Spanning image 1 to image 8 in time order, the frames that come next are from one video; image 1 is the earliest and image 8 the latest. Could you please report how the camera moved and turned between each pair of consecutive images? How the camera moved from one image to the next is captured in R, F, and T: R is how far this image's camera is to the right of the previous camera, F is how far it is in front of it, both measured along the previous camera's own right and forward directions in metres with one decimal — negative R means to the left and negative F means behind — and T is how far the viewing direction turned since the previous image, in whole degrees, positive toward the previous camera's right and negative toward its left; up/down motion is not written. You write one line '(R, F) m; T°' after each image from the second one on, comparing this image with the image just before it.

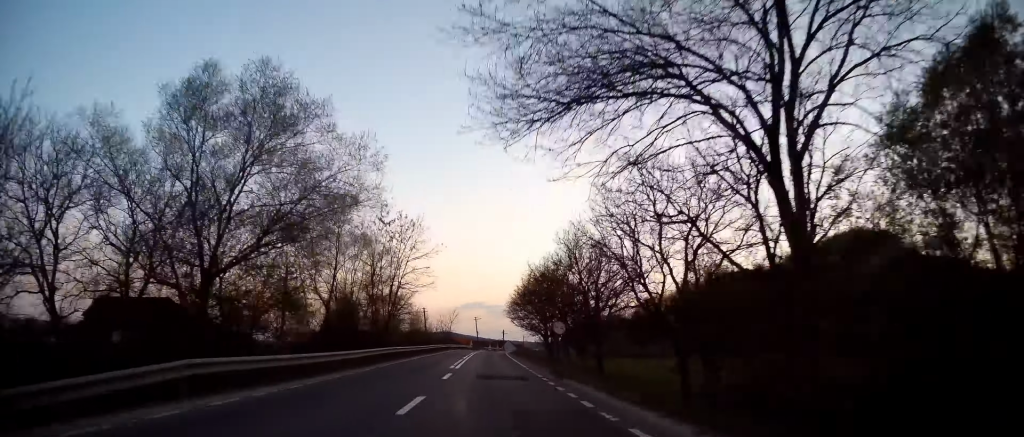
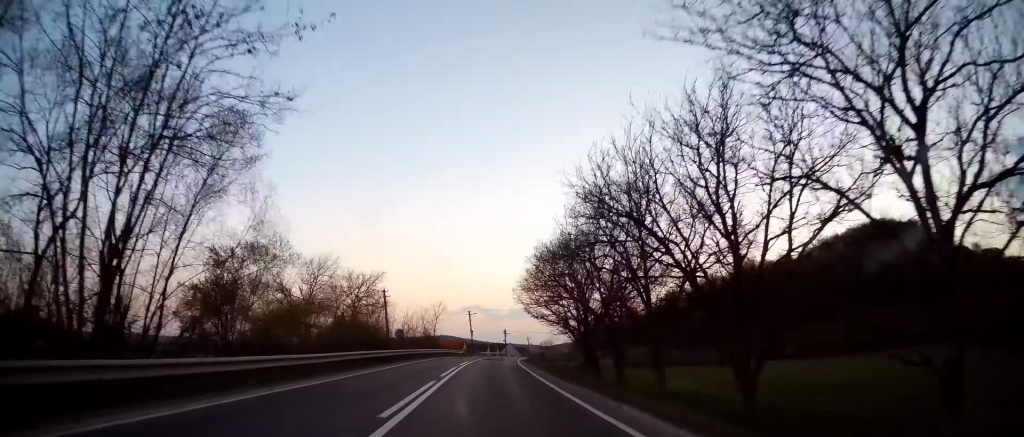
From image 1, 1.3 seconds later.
(0.0, +32.6) m; 0°
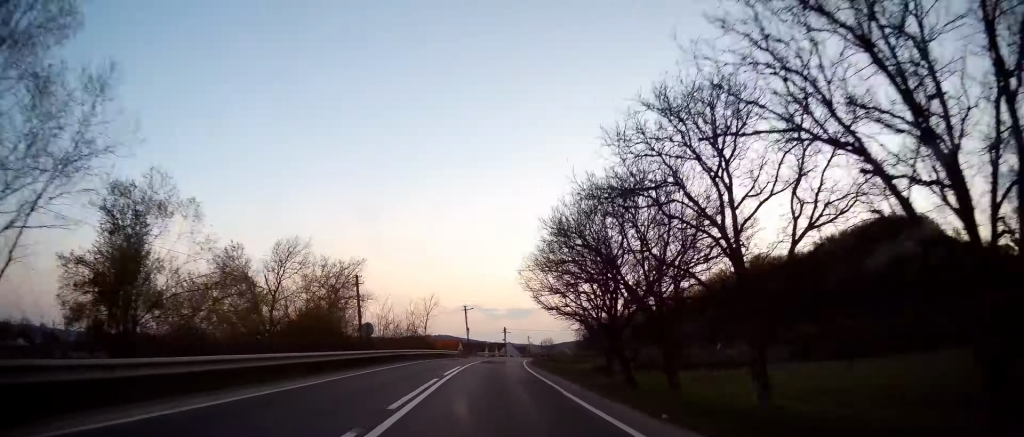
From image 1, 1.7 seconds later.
(0.0, +10.8) m; 0°
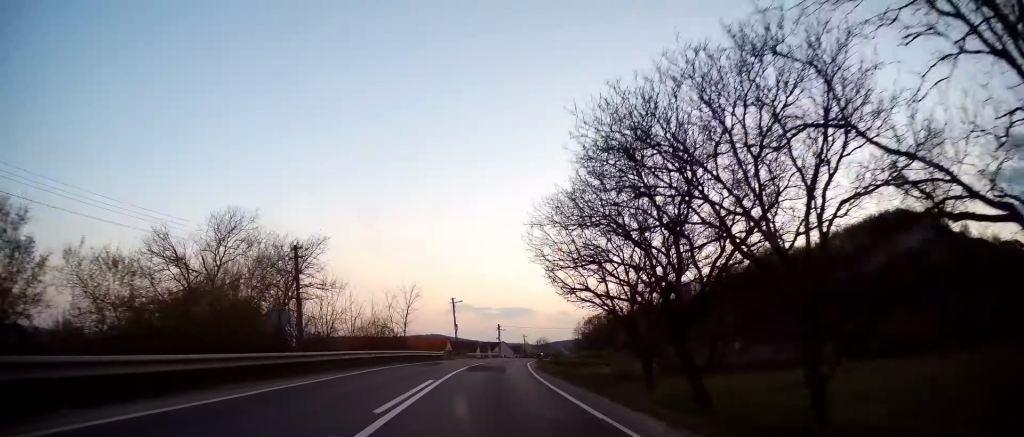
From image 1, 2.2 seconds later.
(0.0, +12.4) m; +1°
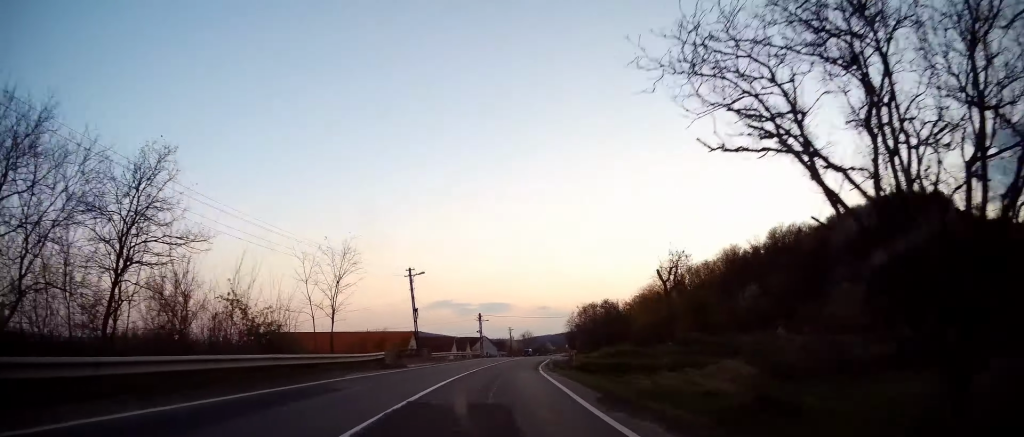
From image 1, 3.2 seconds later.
(+0.2, +23.9) m; +1°
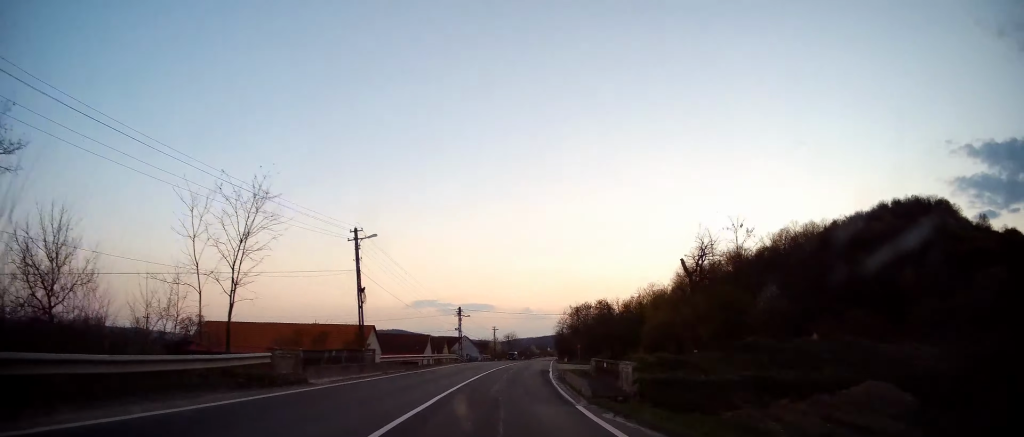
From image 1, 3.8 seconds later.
(+0.2, +14.8) m; +1°
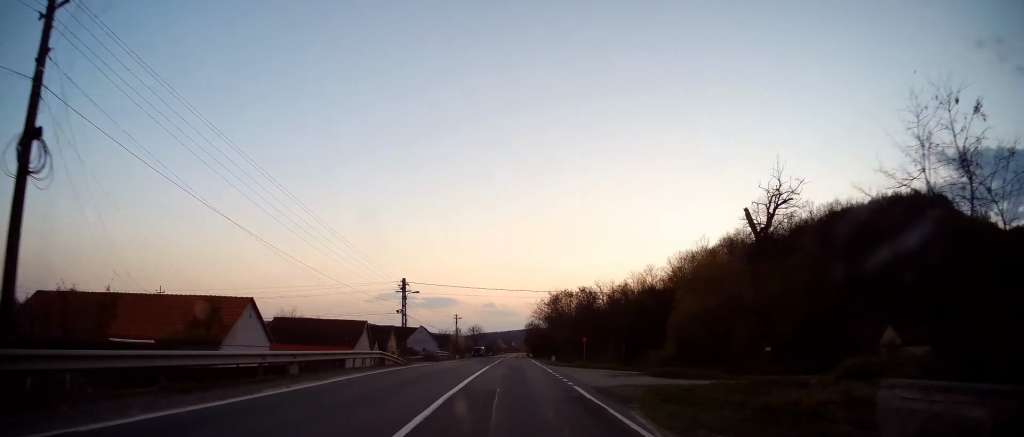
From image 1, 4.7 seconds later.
(0.0, +22.2) m; +2°
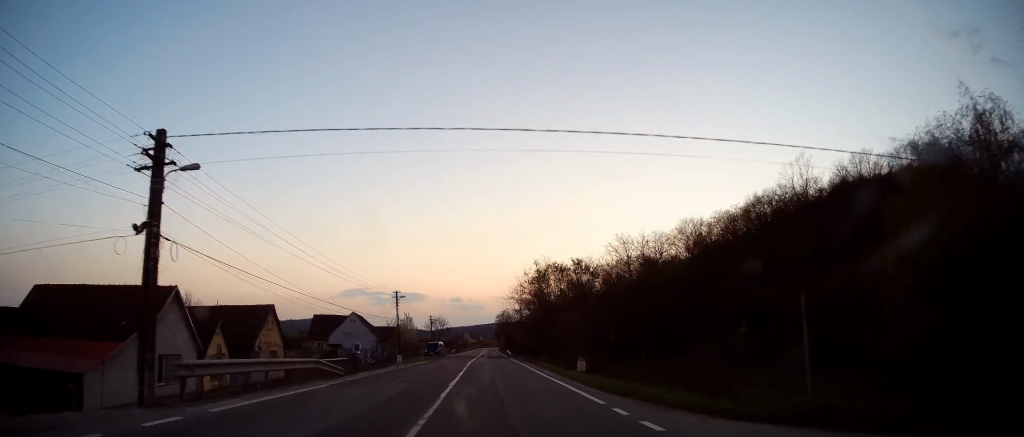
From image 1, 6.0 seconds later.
(+1.9, +31.9) m; +6°
